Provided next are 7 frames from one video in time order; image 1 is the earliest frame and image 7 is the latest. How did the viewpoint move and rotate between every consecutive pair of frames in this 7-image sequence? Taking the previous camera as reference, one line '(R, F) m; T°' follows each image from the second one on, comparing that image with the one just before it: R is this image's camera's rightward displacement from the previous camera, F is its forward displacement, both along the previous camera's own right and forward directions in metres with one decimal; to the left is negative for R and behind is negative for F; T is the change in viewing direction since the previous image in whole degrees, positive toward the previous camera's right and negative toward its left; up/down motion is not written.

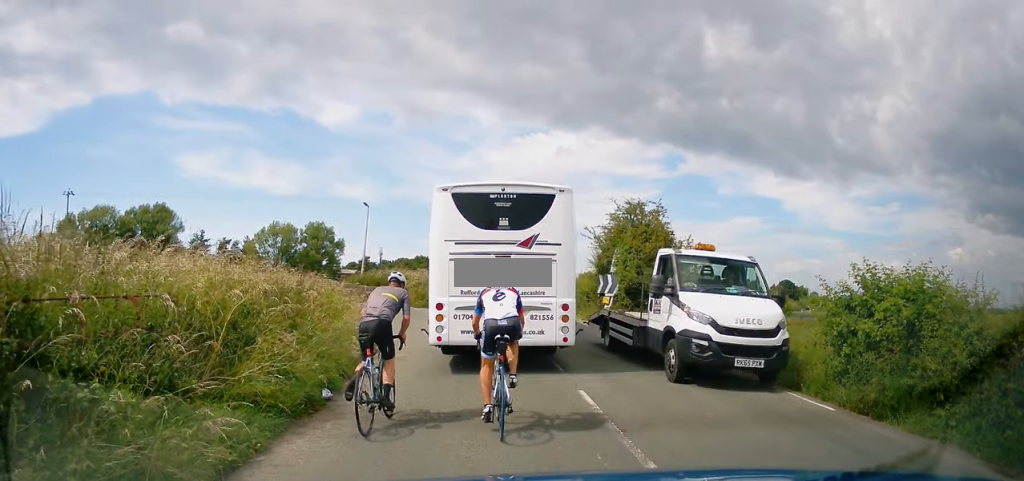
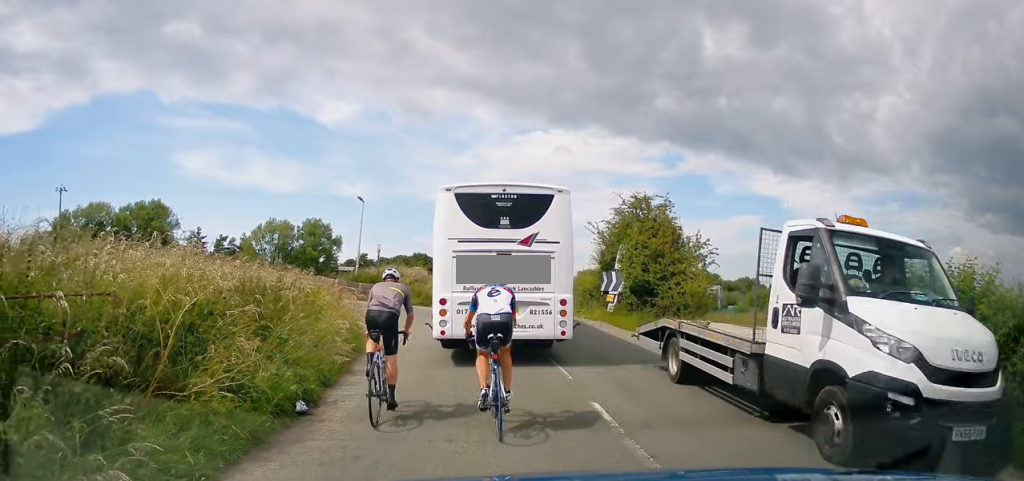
(-0.1, +0.9) m; +3°
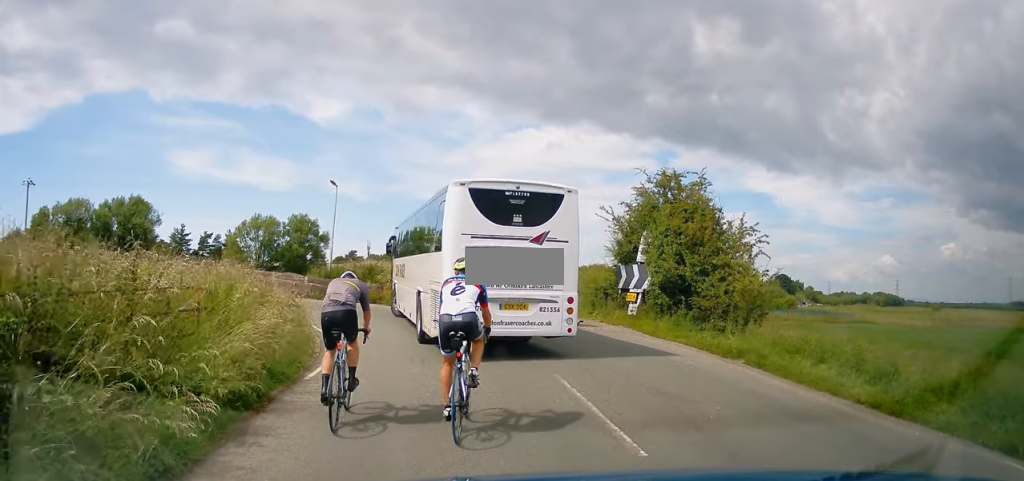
(0.0, +4.2) m; -2°
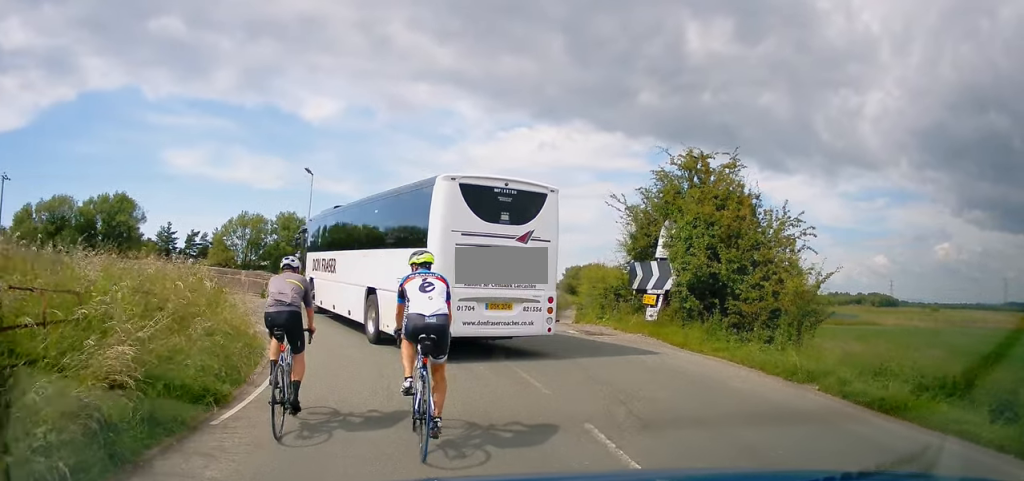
(-0.1, +2.8) m; +3°
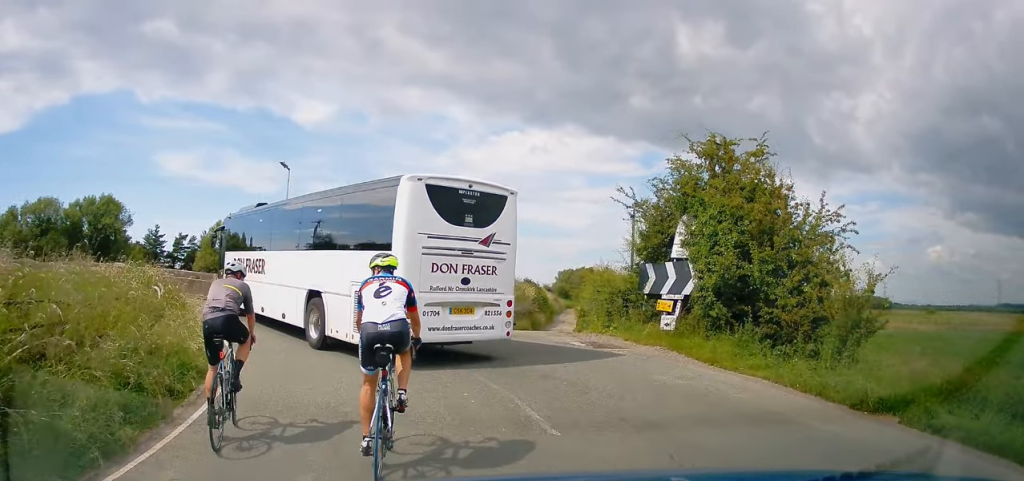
(+0.2, +2.2) m; +5°
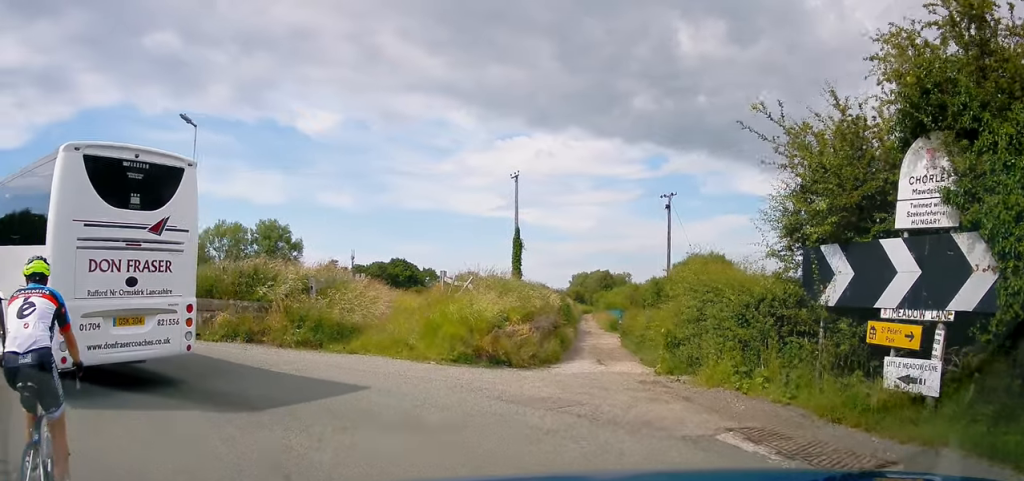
(-0.8, +8.8) m; -13°
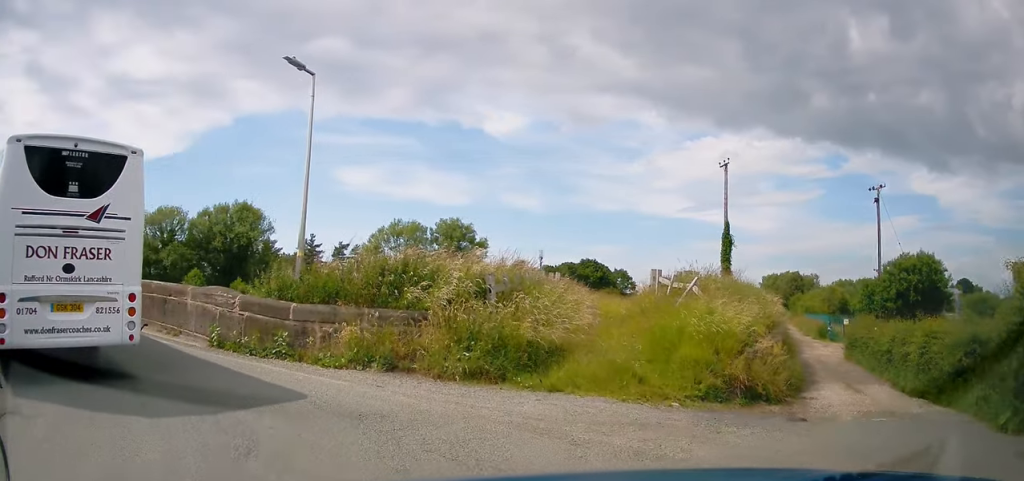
(-0.5, +4.3) m; -20°
